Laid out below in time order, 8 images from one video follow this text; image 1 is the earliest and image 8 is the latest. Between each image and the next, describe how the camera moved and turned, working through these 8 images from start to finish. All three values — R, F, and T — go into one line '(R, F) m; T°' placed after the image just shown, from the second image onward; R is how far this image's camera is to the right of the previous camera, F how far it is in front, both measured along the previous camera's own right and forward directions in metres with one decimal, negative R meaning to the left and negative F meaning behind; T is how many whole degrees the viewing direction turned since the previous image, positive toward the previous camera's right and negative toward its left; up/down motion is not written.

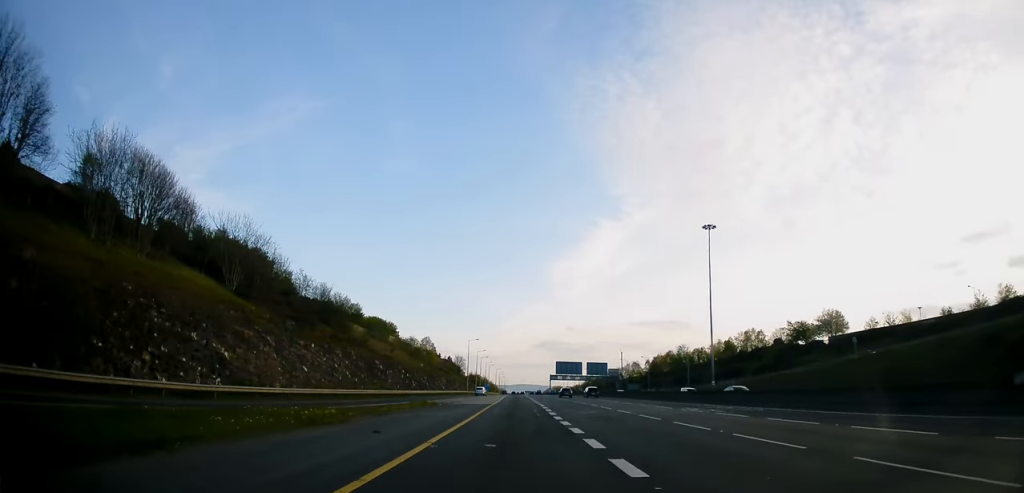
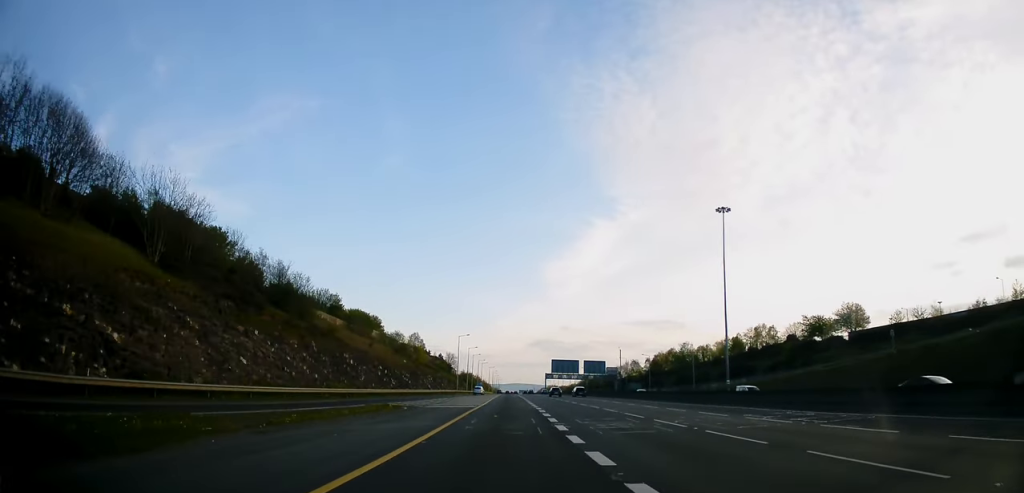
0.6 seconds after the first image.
(+0.1, +11.6) m; 0°
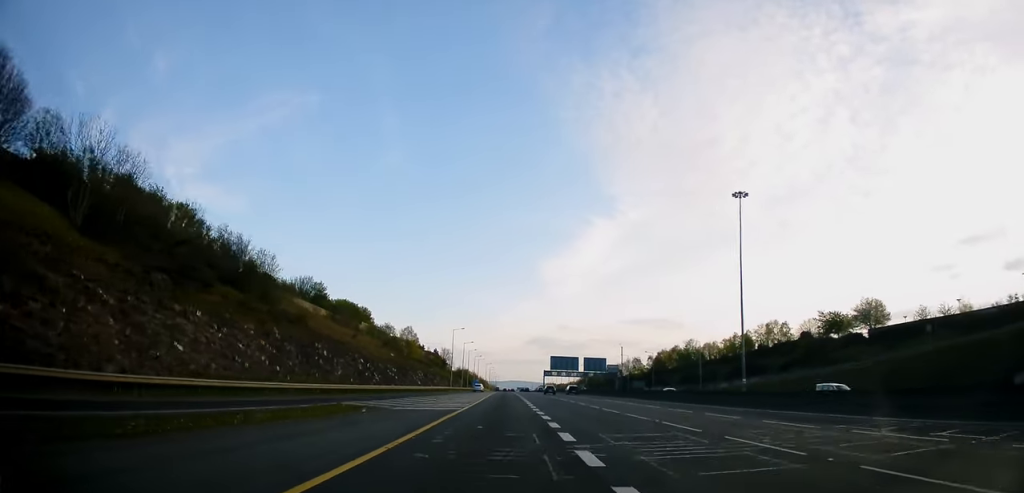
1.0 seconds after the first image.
(+0.2, +8.4) m; 0°
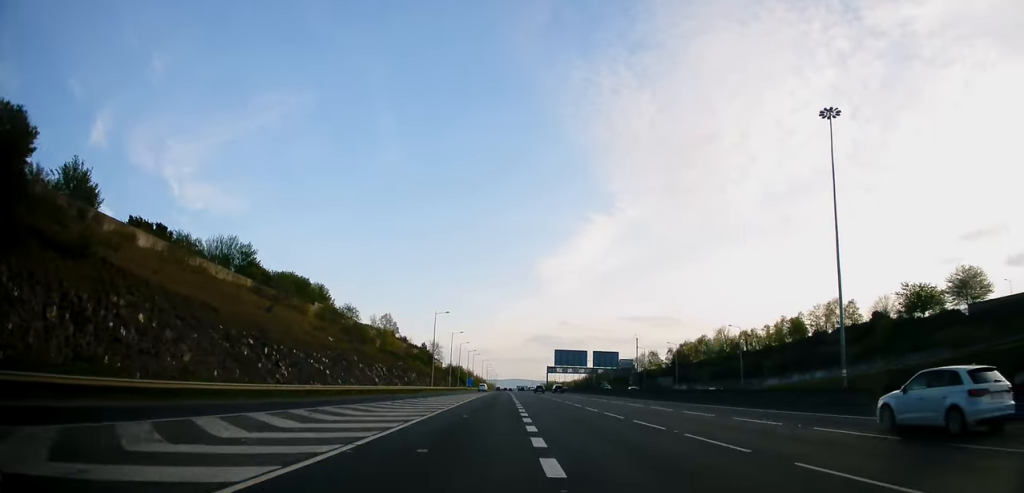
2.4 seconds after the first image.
(-0.2, +30.2) m; -1°
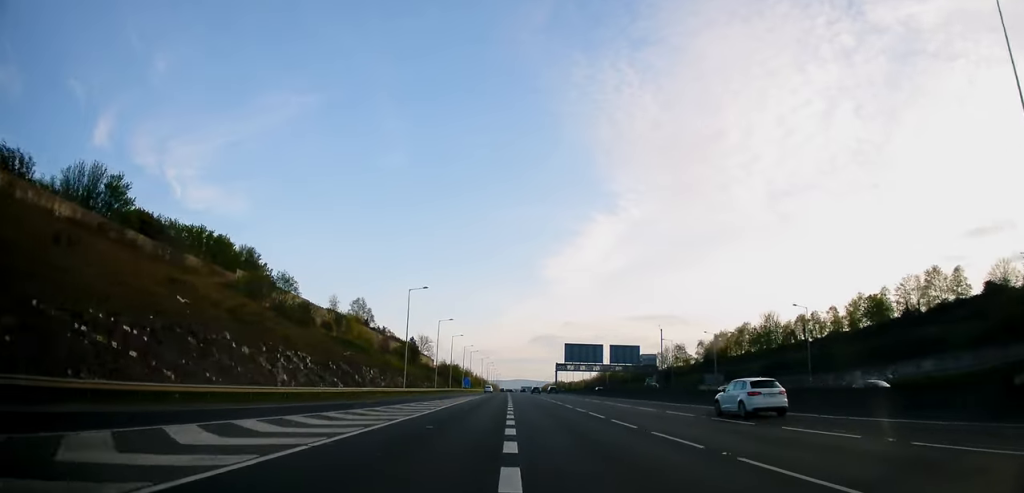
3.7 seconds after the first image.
(0.0, +29.1) m; 0°
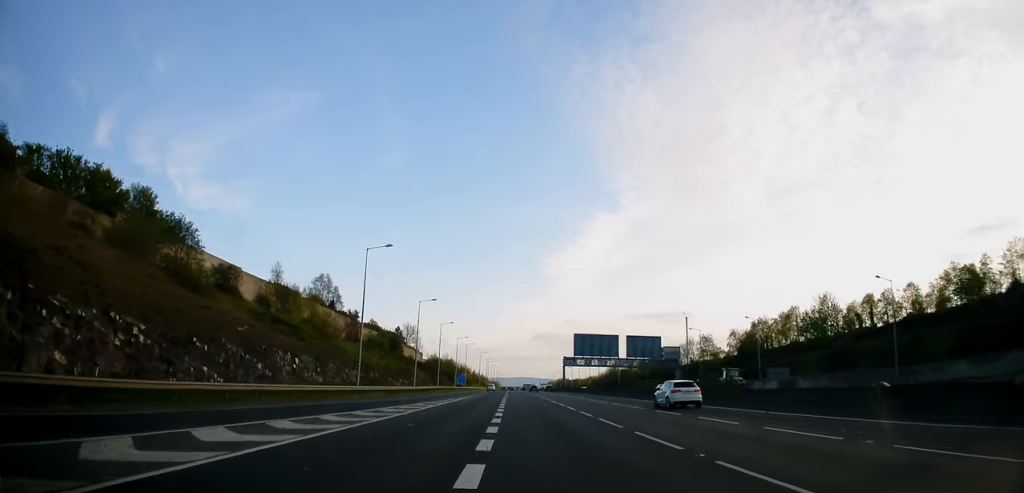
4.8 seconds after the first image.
(+0.2, +24.6) m; 0°
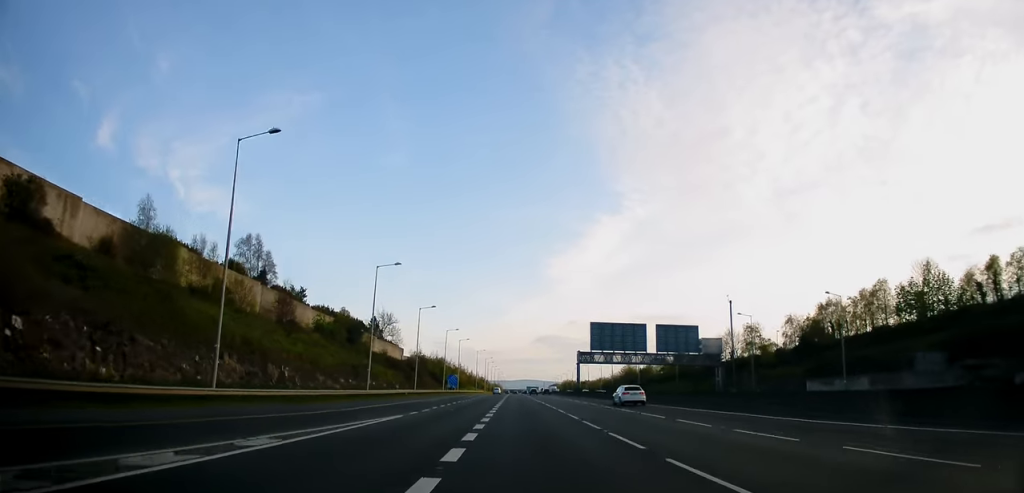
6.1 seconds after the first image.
(-0.2, +29.3) m; -1°
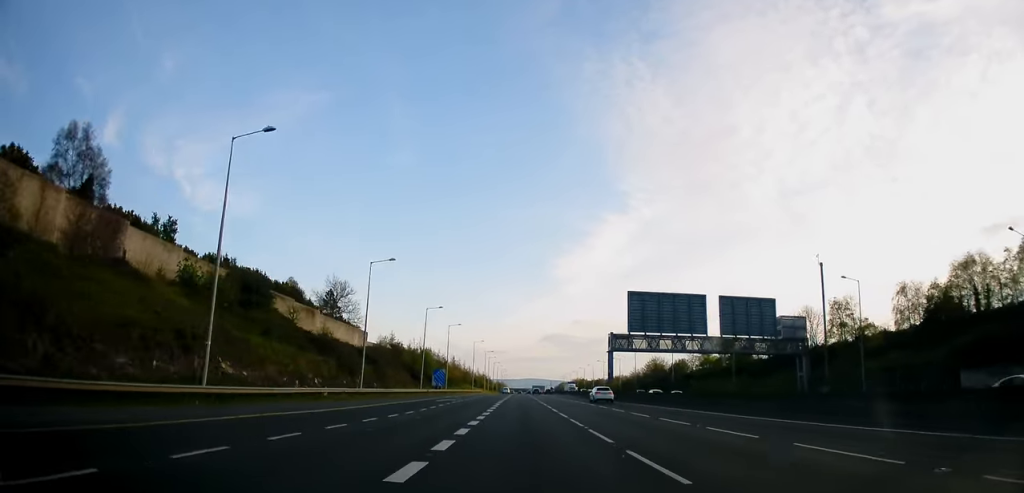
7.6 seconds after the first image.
(-0.4, +35.0) m; 0°
